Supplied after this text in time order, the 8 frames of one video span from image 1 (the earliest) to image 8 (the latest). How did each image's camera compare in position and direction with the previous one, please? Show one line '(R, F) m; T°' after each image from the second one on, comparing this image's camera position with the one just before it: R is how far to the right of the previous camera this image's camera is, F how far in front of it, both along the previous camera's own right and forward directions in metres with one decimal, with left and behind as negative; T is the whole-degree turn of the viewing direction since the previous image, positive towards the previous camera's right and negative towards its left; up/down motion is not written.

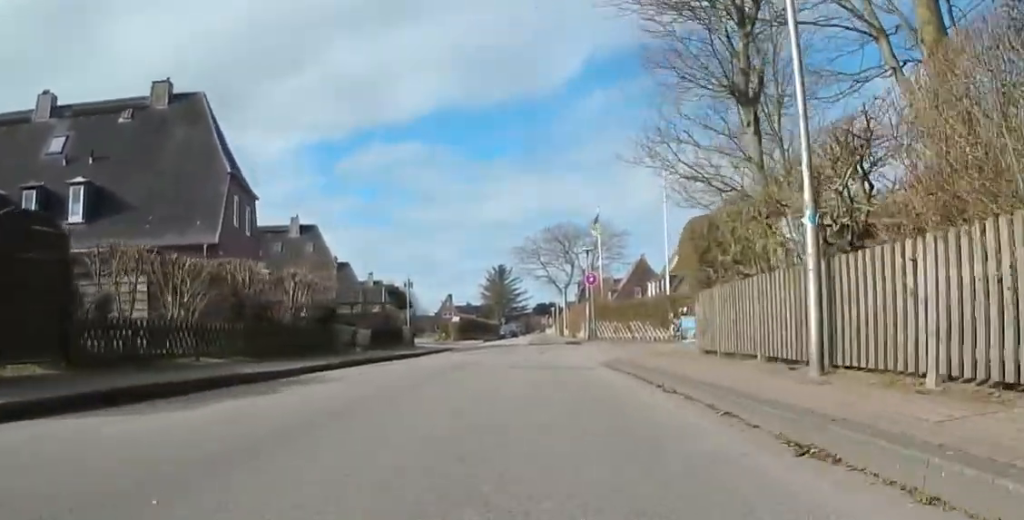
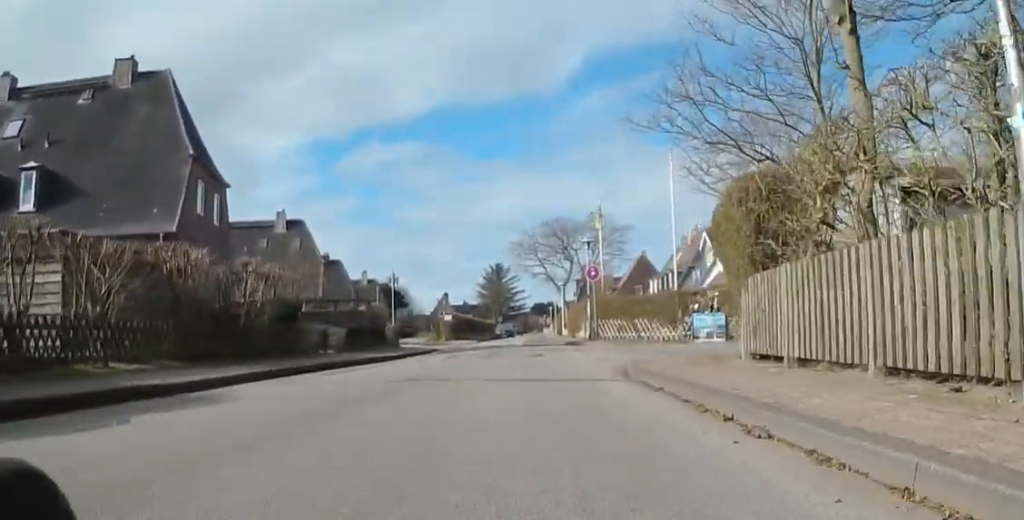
(-0.6, +3.2) m; -7°
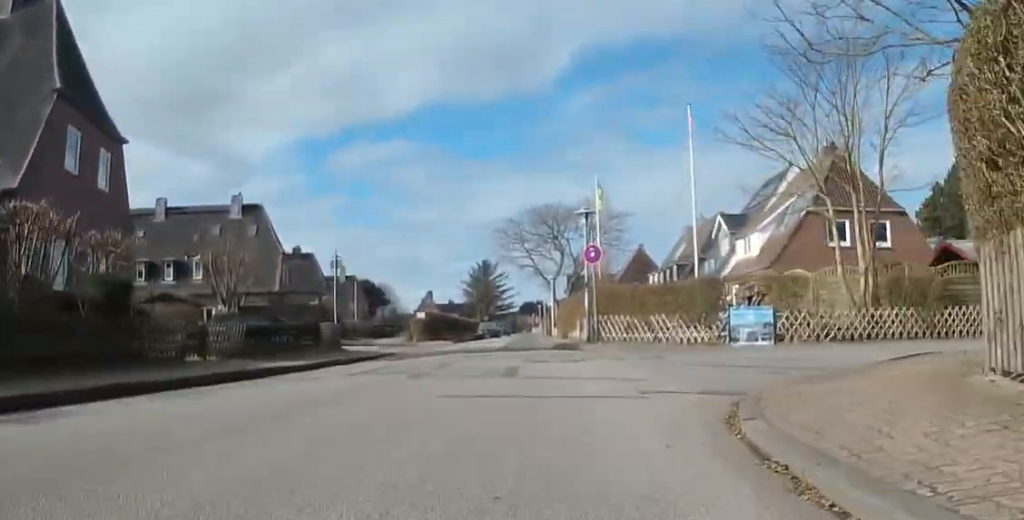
(-0.9, +8.0) m; +7°
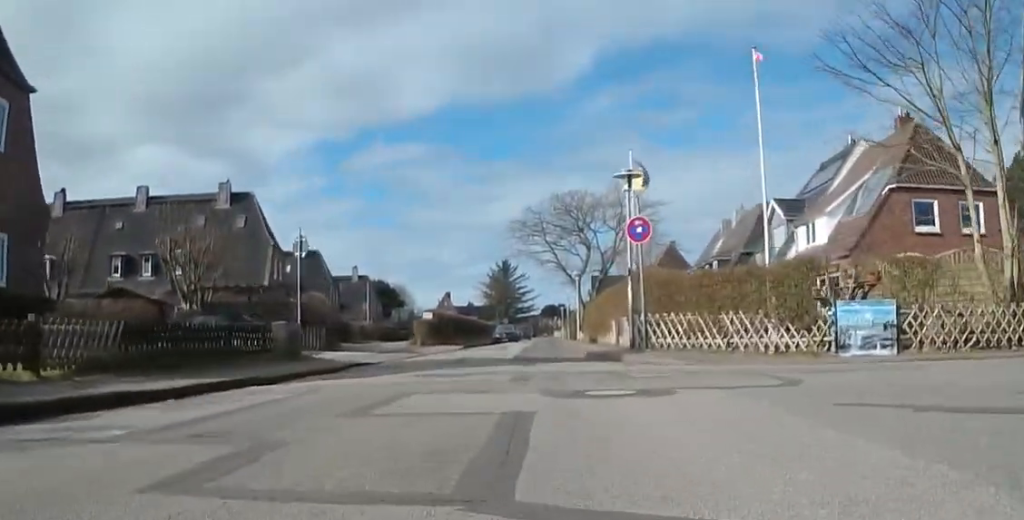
(+1.4, +6.5) m; +2°
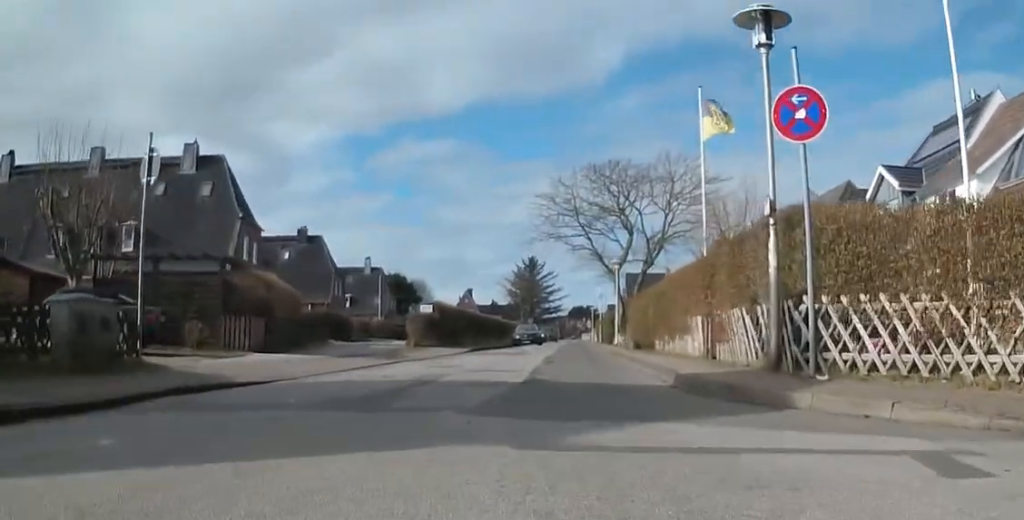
(-2.3, +9.7) m; -2°
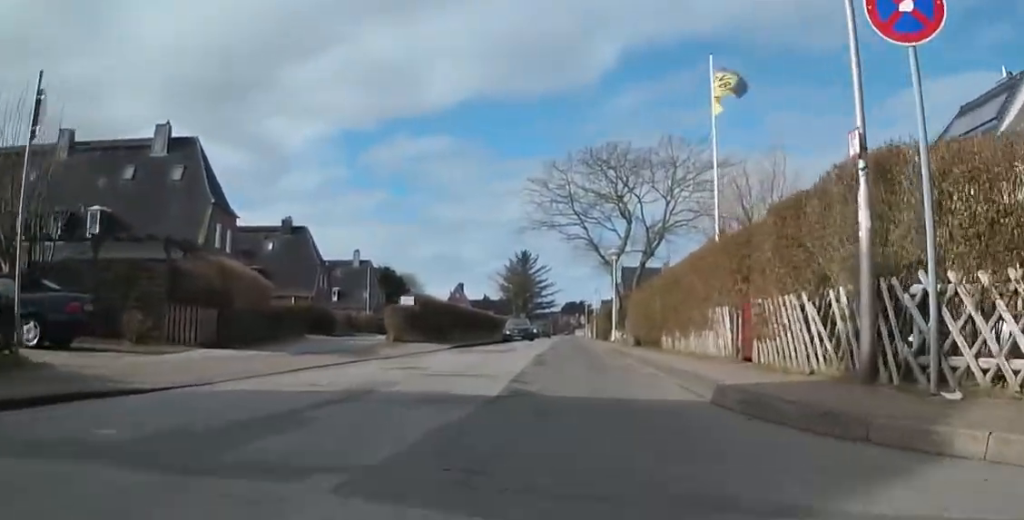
(+0.4, +2.8) m; +2°
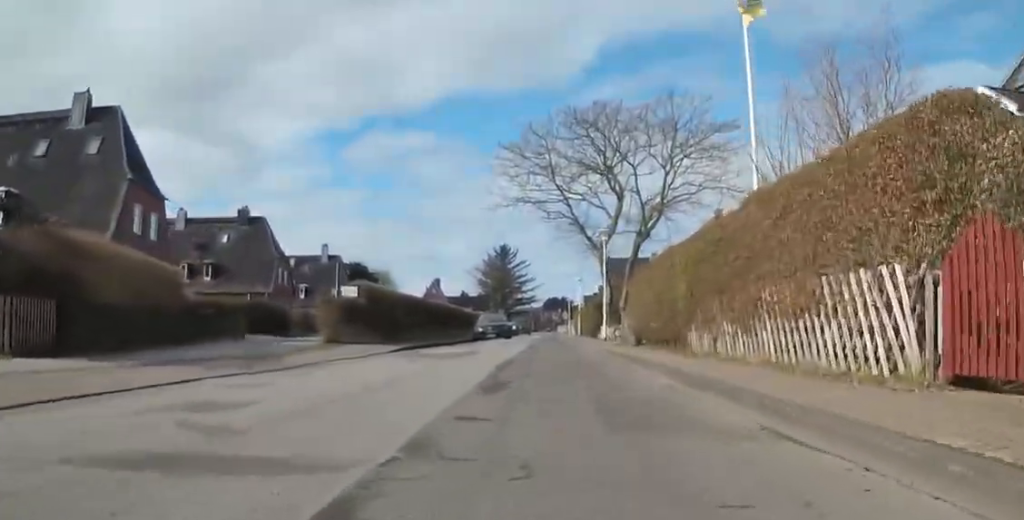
(+0.1, +6.5) m; -8°
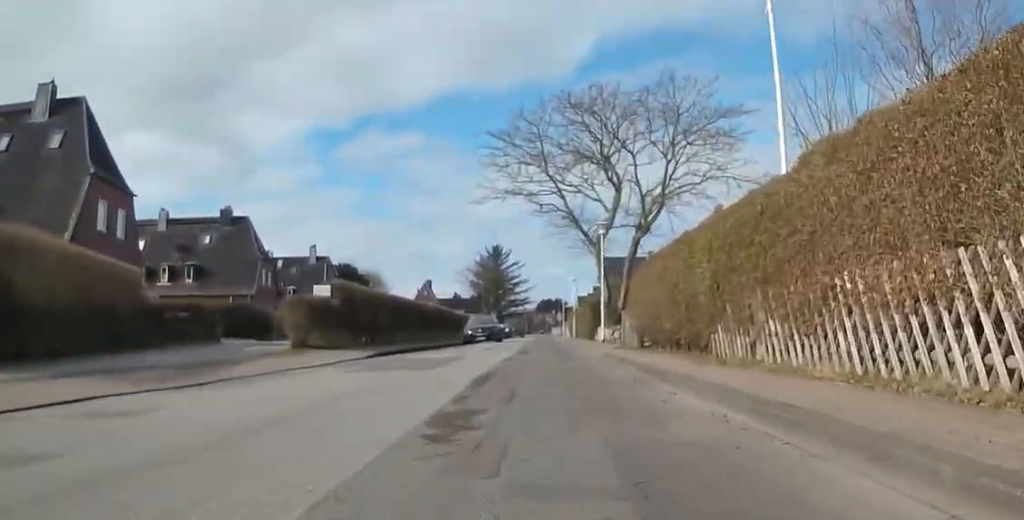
(-0.3, +2.5) m; -6°
